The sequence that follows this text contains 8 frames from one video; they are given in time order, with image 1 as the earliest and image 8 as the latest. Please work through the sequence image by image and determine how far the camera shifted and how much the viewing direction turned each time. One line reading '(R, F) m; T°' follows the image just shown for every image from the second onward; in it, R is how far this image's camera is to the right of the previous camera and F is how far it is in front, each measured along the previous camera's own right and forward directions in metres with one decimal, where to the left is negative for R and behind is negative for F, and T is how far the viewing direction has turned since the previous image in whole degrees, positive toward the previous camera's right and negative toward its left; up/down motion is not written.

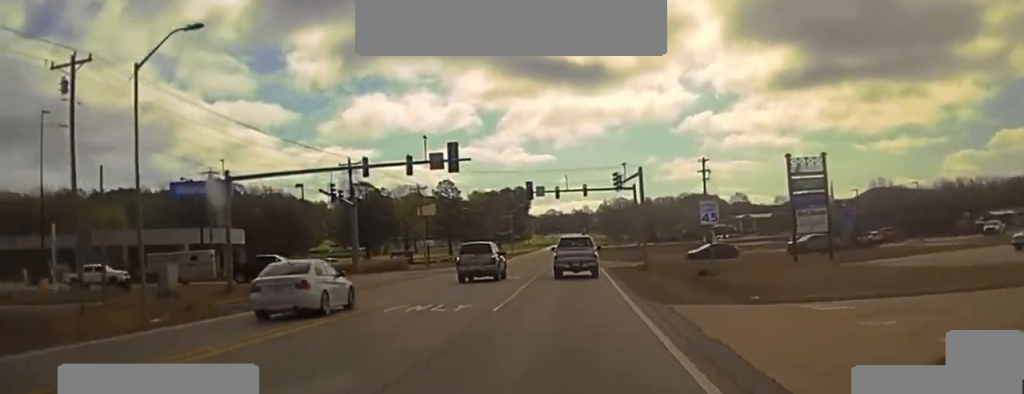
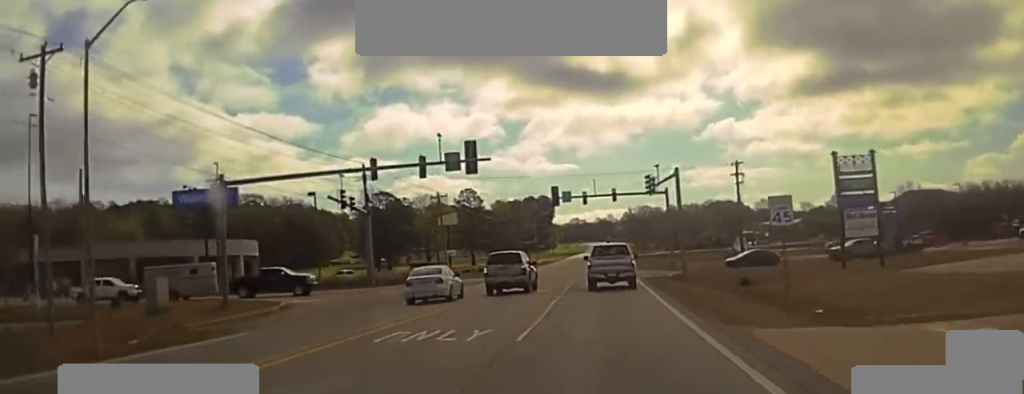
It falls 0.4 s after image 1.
(+0.3, +5.7) m; -3°
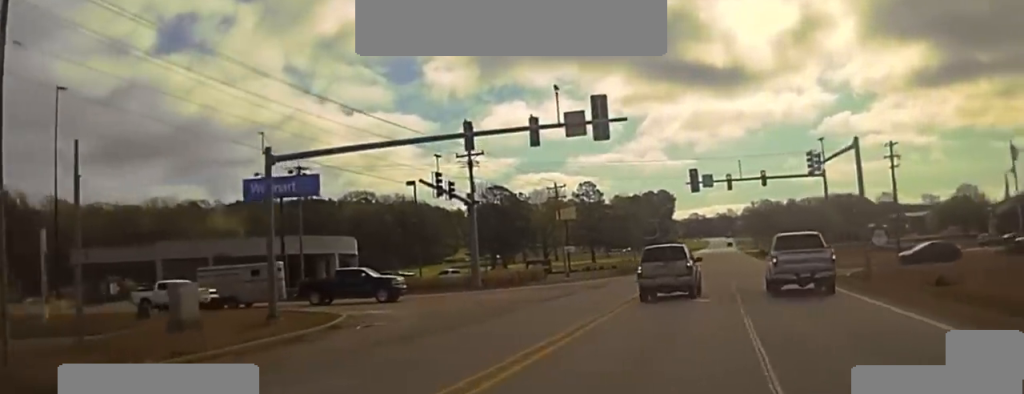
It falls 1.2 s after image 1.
(-1.0, +10.6) m; -1°
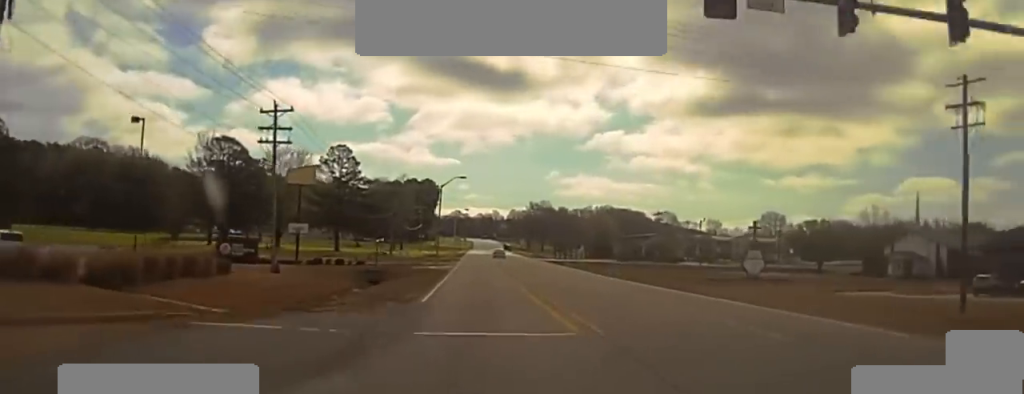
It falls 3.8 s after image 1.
(+5.2, +49.0) m; +11°
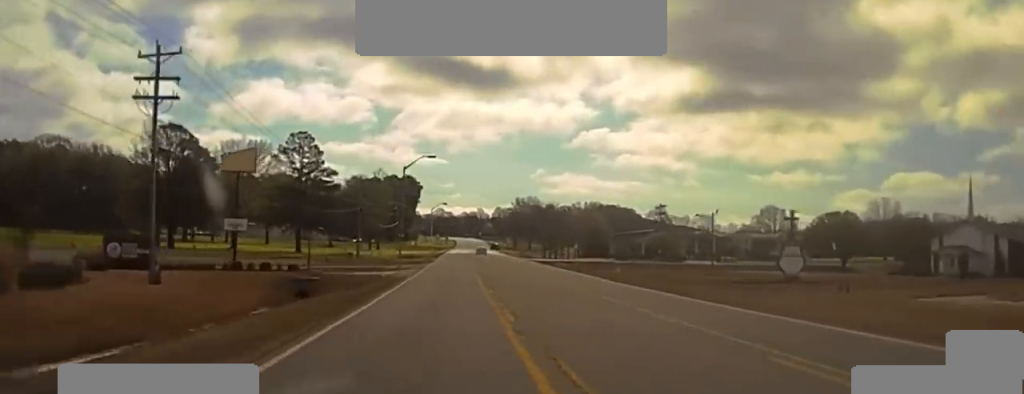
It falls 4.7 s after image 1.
(+0.8, +20.9) m; +2°
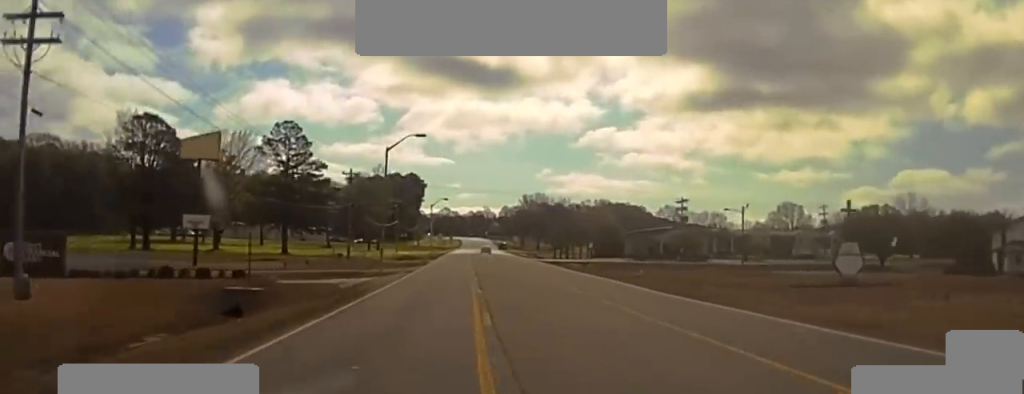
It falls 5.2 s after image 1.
(+0.1, +14.0) m; 0°
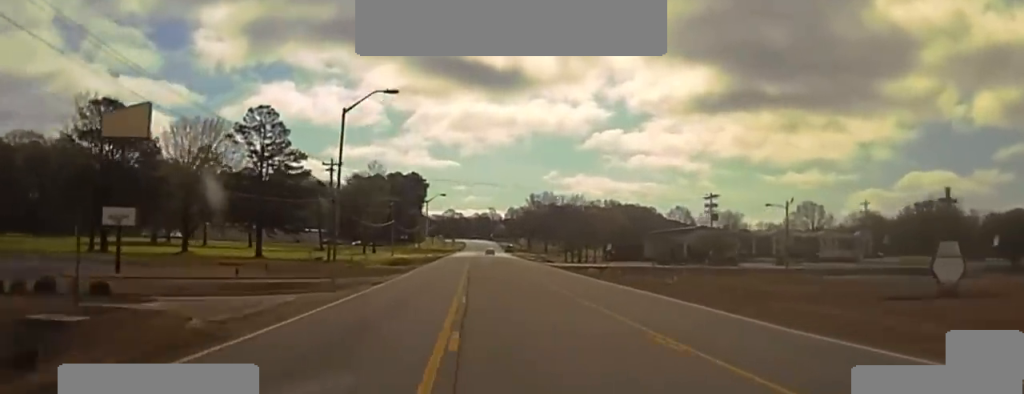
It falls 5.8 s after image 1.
(0.0, +17.0) m; 0°
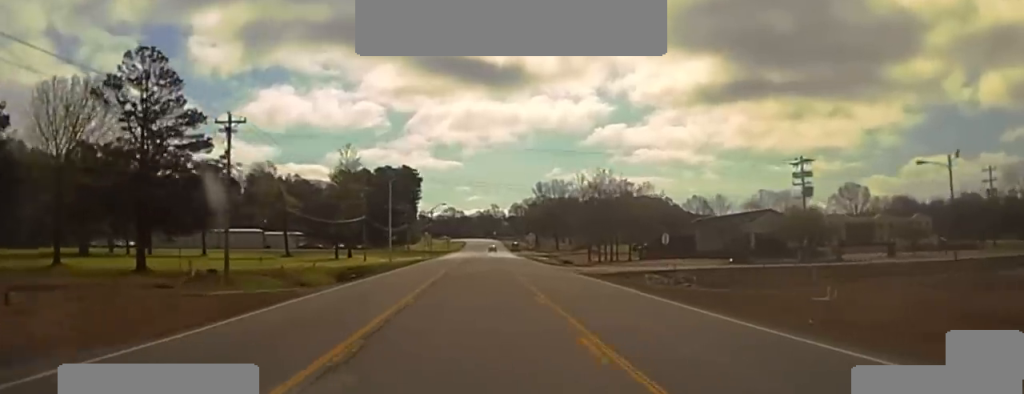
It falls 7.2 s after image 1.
(-0.2, +38.1) m; 0°
